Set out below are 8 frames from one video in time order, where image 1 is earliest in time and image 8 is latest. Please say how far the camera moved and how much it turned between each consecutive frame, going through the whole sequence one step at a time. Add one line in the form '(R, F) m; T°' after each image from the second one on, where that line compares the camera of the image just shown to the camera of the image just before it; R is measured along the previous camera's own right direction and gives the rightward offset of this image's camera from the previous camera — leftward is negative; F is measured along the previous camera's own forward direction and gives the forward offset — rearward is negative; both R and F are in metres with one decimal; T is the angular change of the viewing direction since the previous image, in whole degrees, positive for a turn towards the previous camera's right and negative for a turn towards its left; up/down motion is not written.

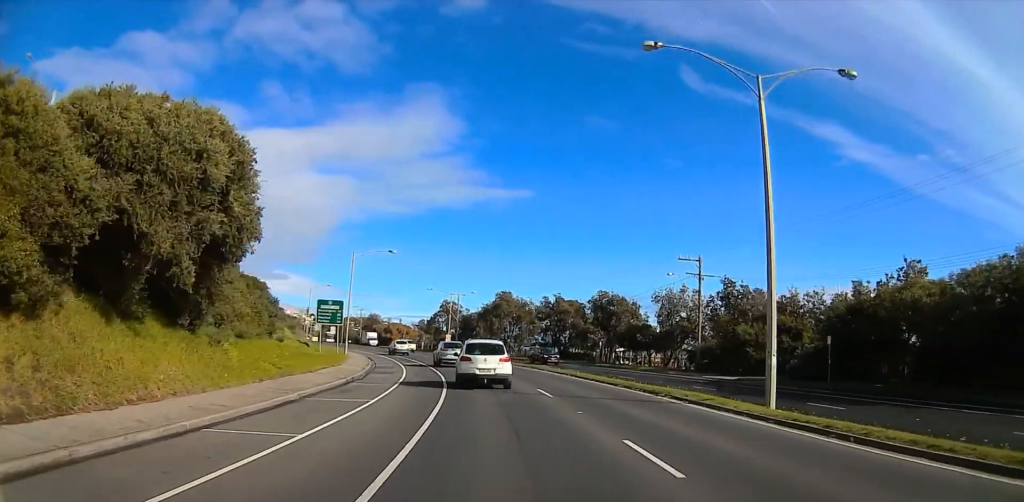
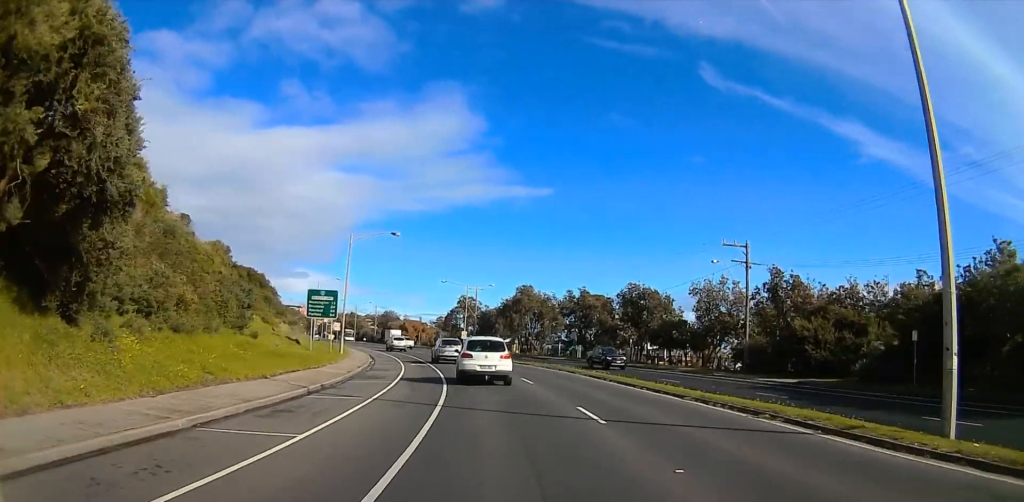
(-0.2, +7.0) m; -2°
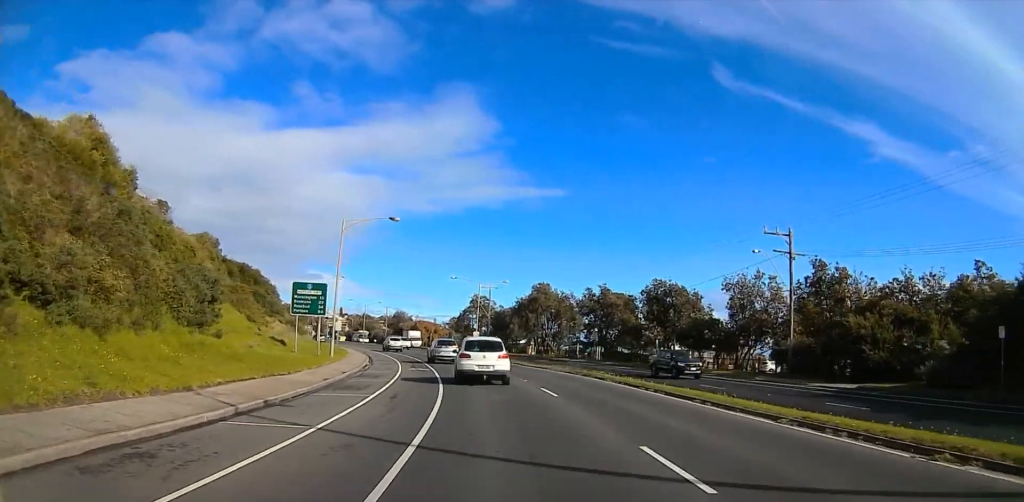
(0.0, +5.2) m; -1°
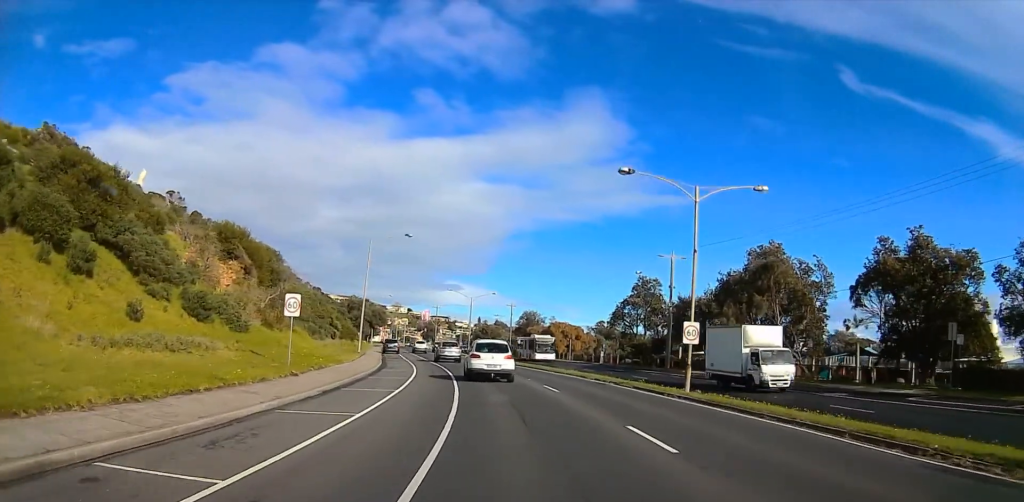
(-5.3, +41.4) m; -12°
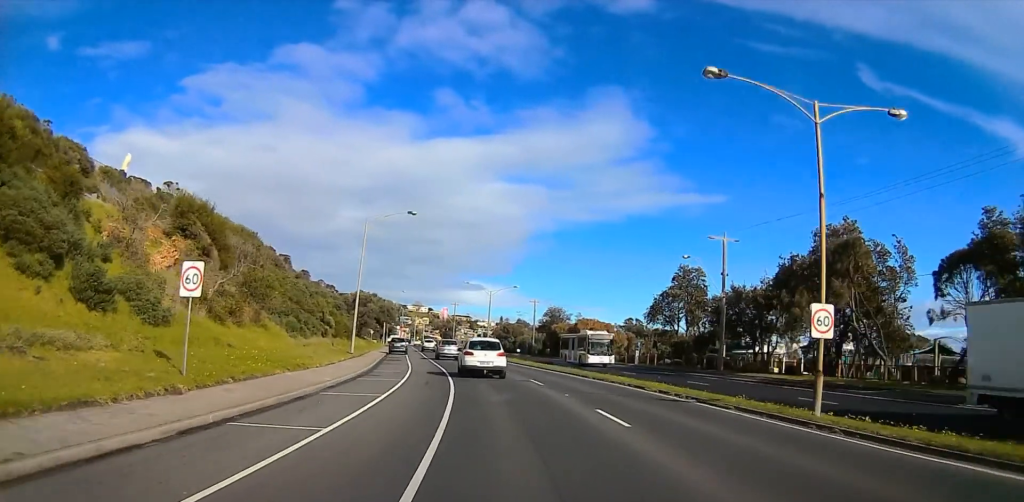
(-0.1, +9.0) m; -1°
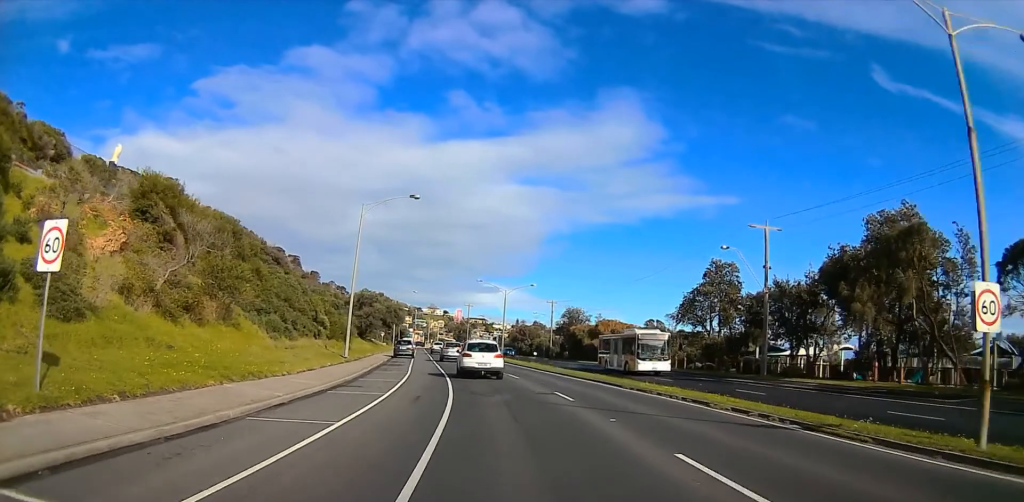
(0.0, +5.6) m; -1°
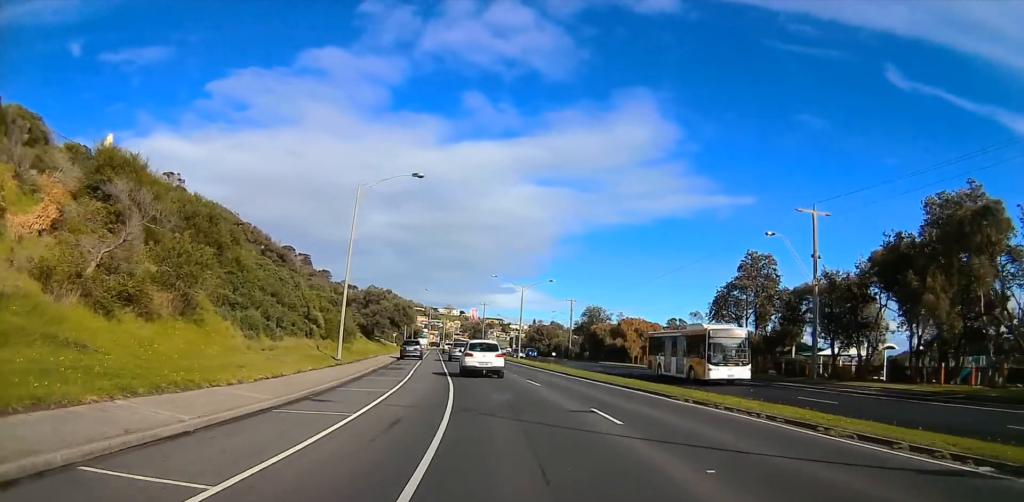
(-0.1, +5.2) m; 0°
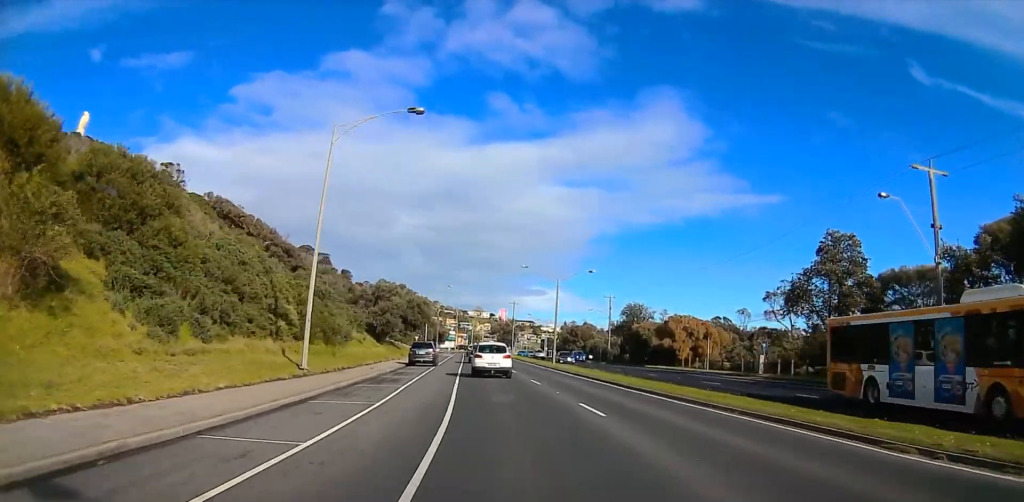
(-0.1, +10.4) m; -1°
